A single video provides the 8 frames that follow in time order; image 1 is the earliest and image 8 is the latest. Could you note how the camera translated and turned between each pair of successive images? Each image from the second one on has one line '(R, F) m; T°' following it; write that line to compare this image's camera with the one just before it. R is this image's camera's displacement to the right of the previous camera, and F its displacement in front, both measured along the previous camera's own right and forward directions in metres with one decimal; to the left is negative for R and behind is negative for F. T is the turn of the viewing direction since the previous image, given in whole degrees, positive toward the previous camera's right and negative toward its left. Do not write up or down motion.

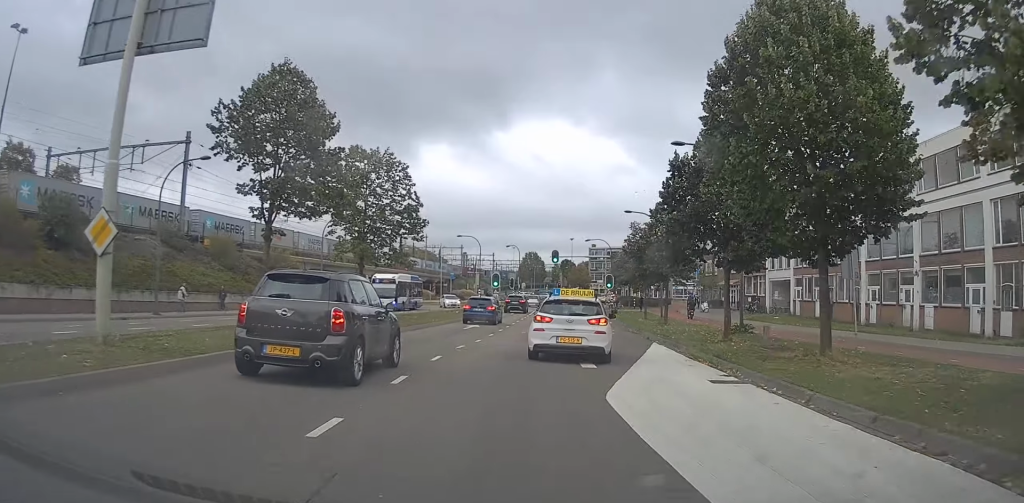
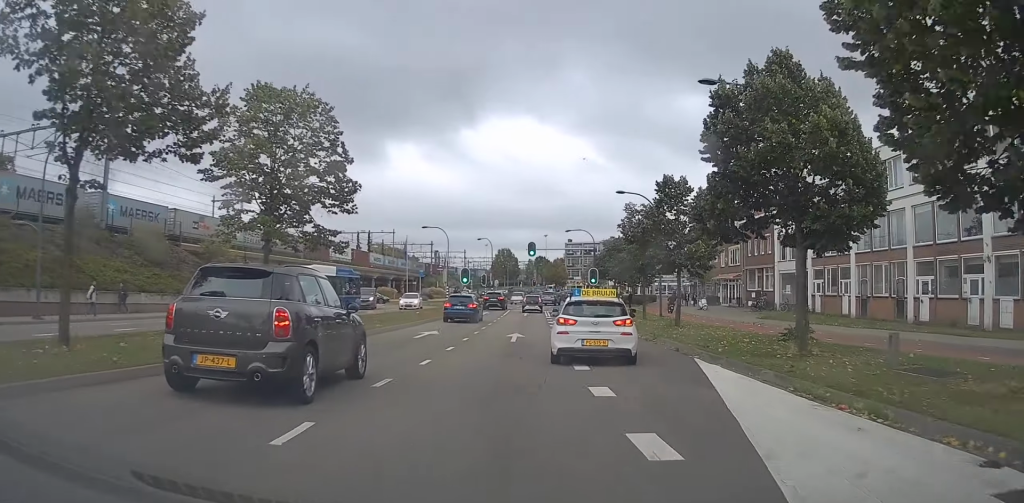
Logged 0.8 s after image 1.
(-0.3, +7.9) m; 0°
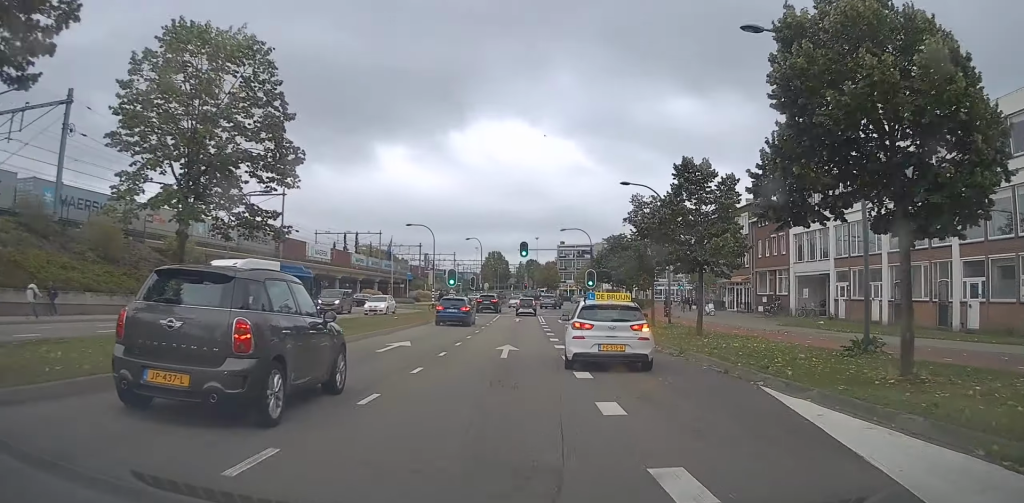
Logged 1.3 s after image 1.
(+0.1, +4.7) m; +1°
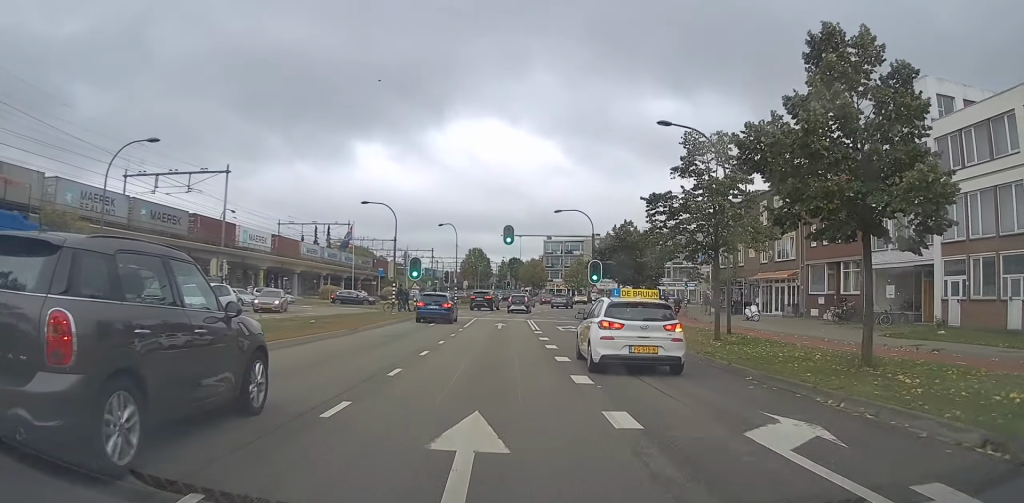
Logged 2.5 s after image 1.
(+0.6, +12.9) m; +3°
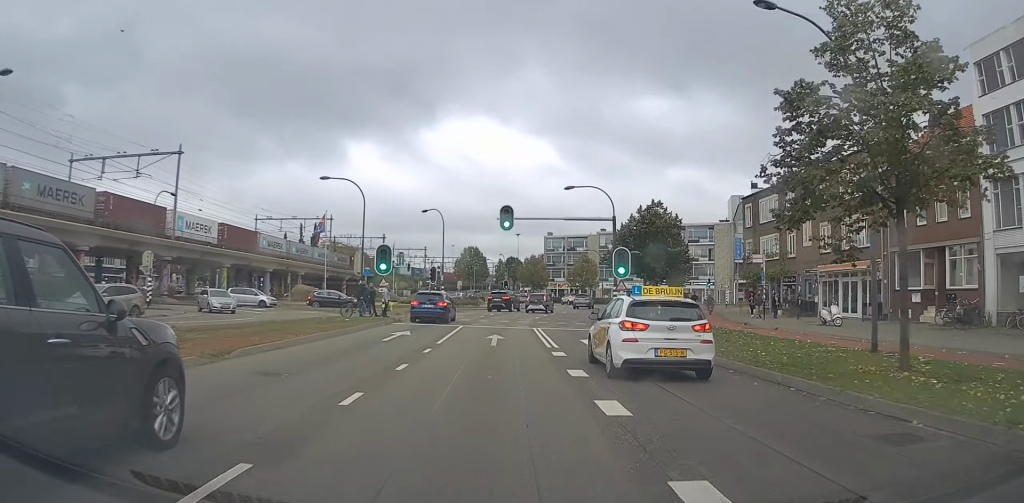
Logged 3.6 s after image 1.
(-0.1, +10.8) m; 0°
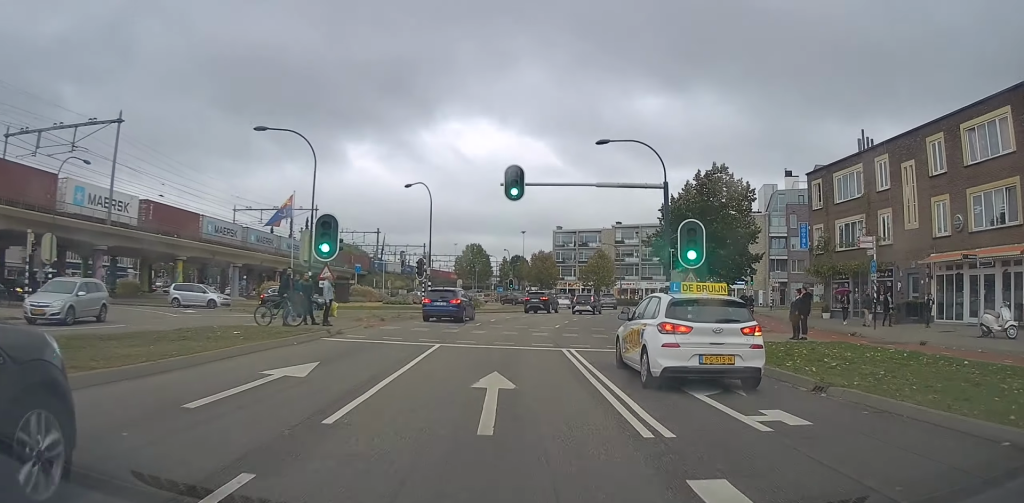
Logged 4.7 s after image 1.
(+0.1, +11.9) m; 0°
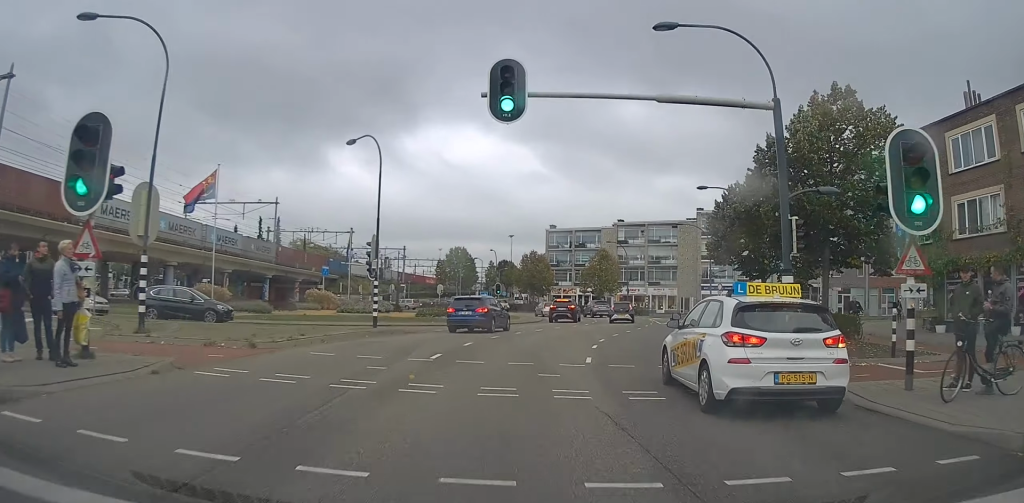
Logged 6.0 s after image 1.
(-0.2, +12.9) m; +2°
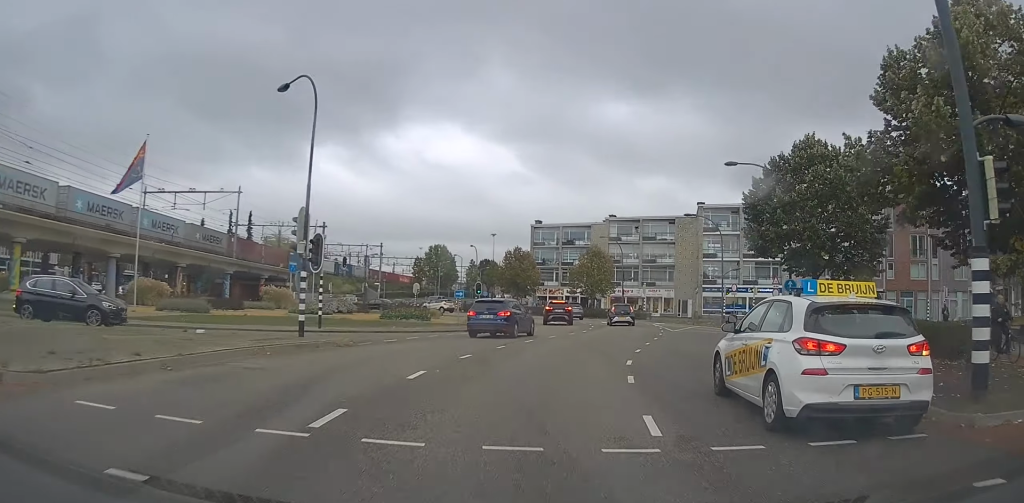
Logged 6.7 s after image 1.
(+0.4, +7.2) m; +3°
